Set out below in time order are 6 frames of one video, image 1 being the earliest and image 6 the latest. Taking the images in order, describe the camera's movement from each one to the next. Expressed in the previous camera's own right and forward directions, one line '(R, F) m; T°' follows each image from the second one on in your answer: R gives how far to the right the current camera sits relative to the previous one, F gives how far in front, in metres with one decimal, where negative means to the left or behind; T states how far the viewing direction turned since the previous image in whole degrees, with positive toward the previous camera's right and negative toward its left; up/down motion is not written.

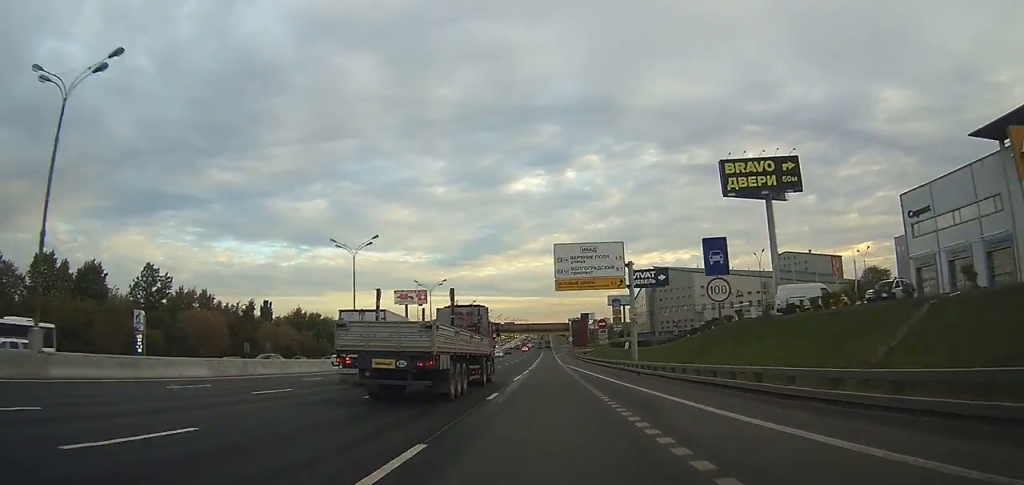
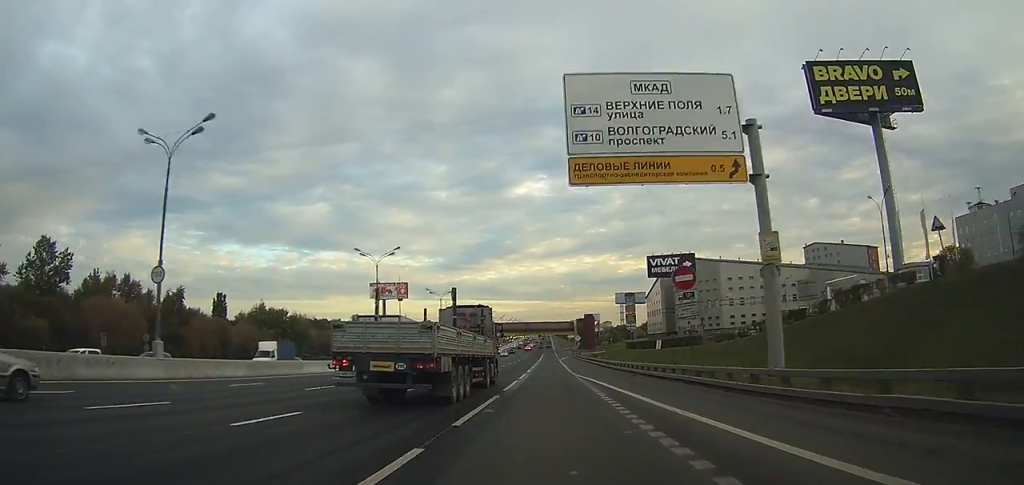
(-0.3, +31.3) m; 0°
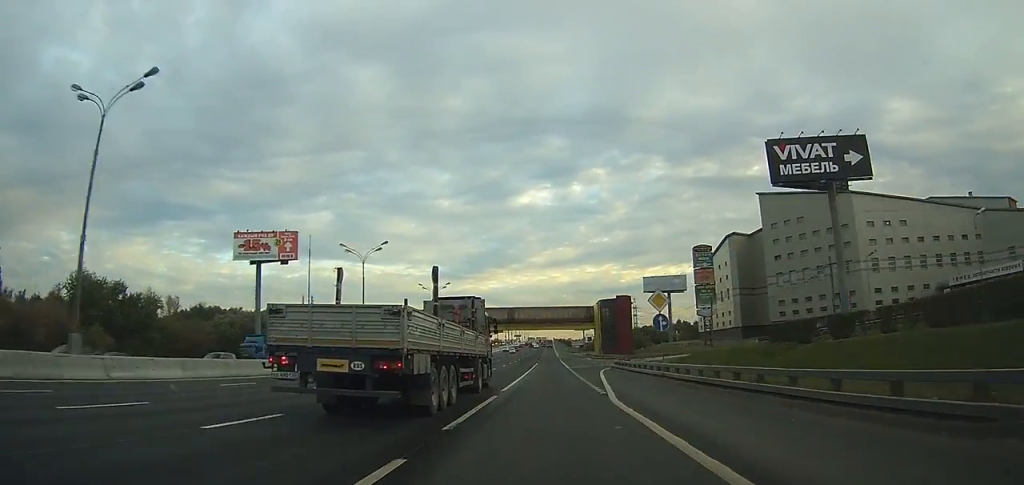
(+0.4, +87.3) m; 0°
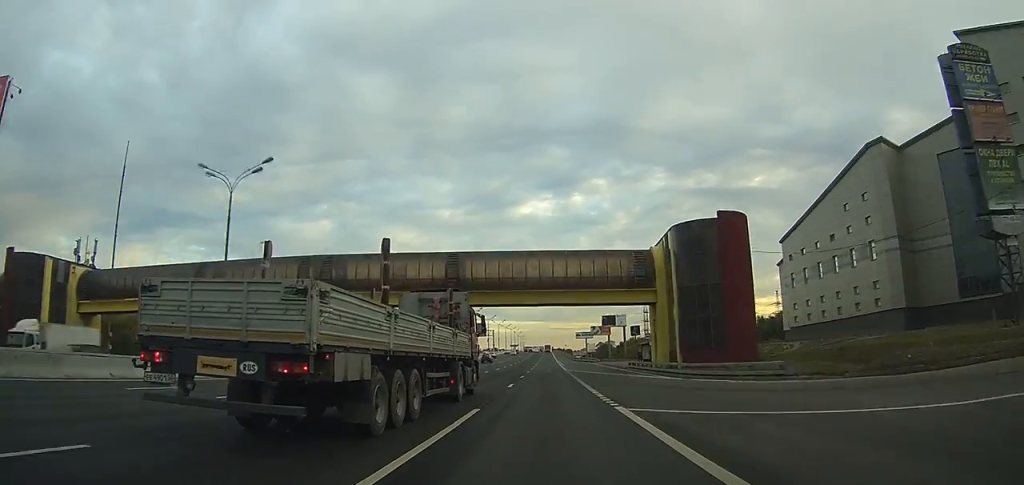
(-0.1, +71.5) m; 0°
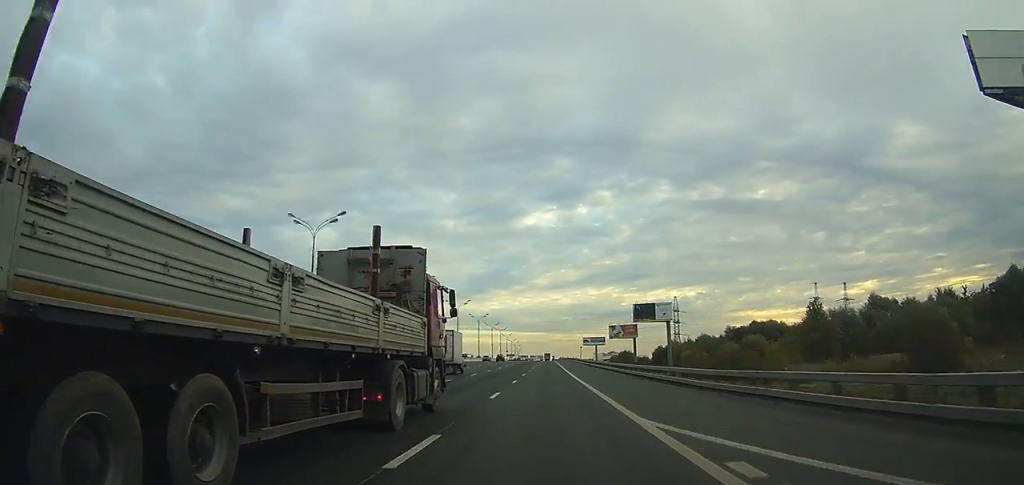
(+0.3, +107.6) m; +1°
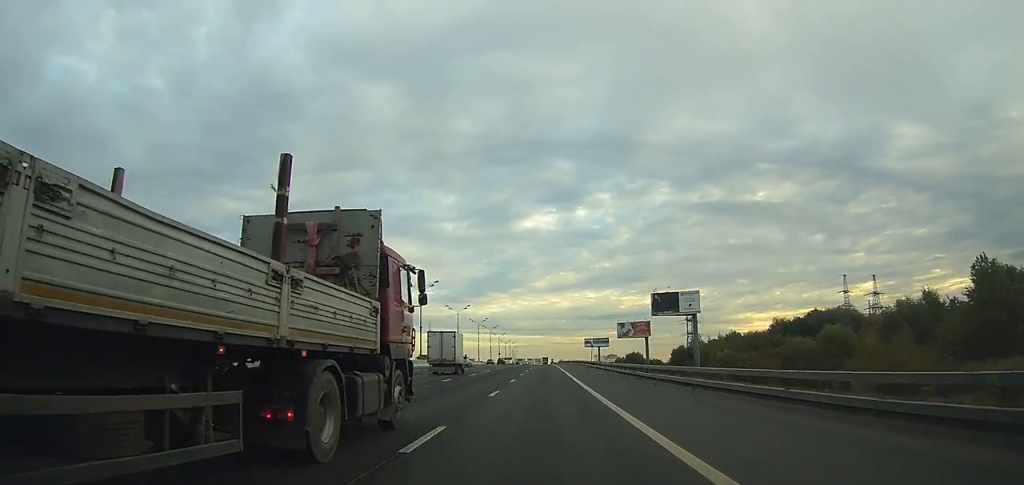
(+0.1, +33.9) m; 0°
